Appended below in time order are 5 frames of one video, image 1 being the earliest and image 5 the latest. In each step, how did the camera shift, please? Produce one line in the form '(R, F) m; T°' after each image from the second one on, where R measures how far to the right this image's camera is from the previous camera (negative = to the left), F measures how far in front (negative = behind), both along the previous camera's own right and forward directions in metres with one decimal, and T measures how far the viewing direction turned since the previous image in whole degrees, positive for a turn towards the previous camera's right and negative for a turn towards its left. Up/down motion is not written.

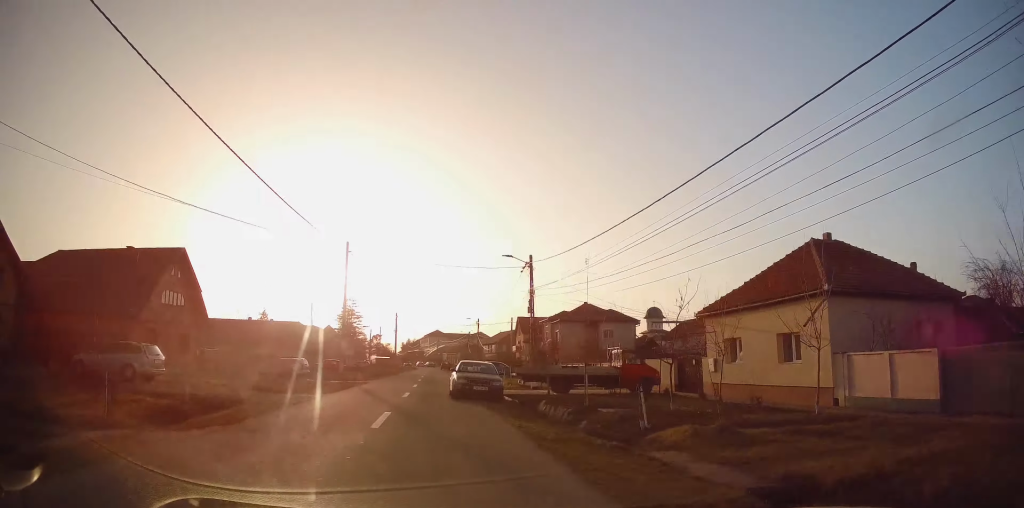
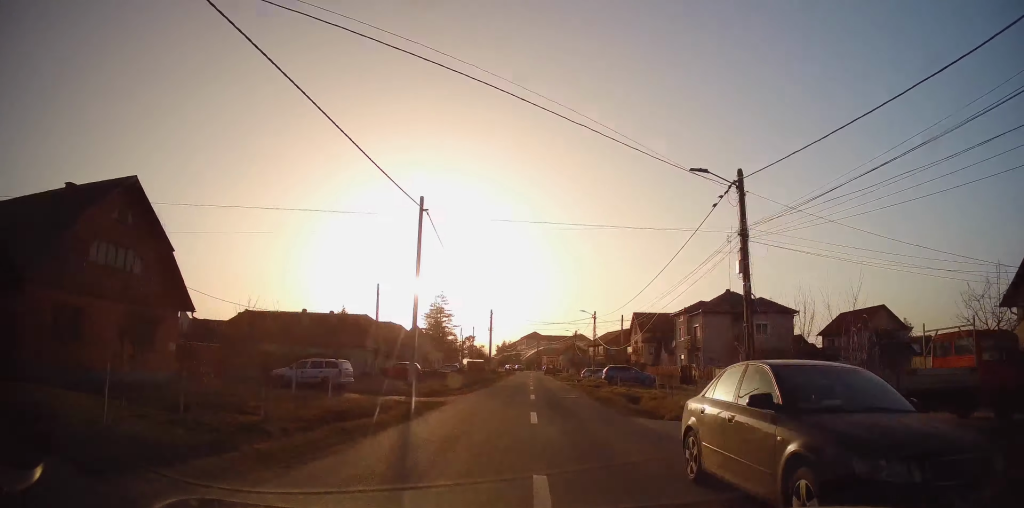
(-2.3, +12.4) m; -14°
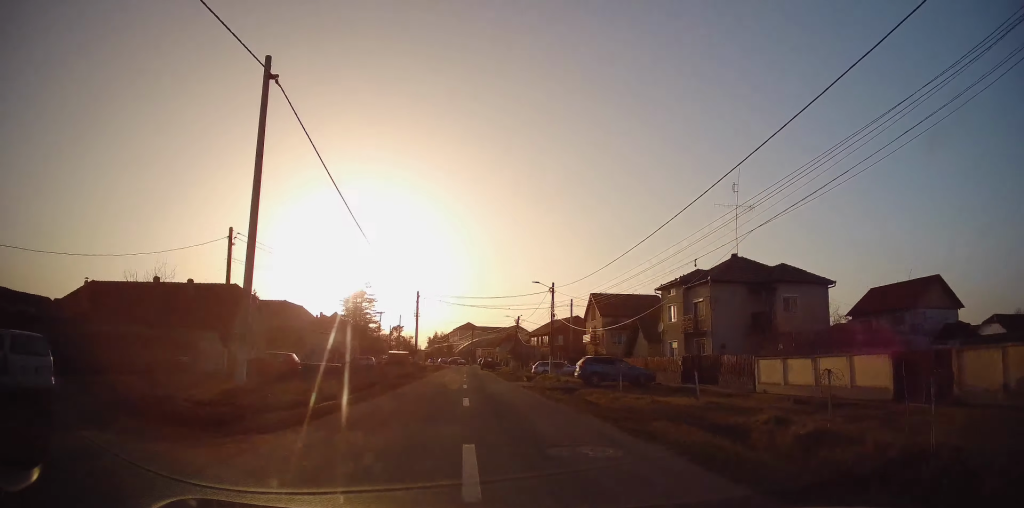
(0.0, +14.1) m; +1°
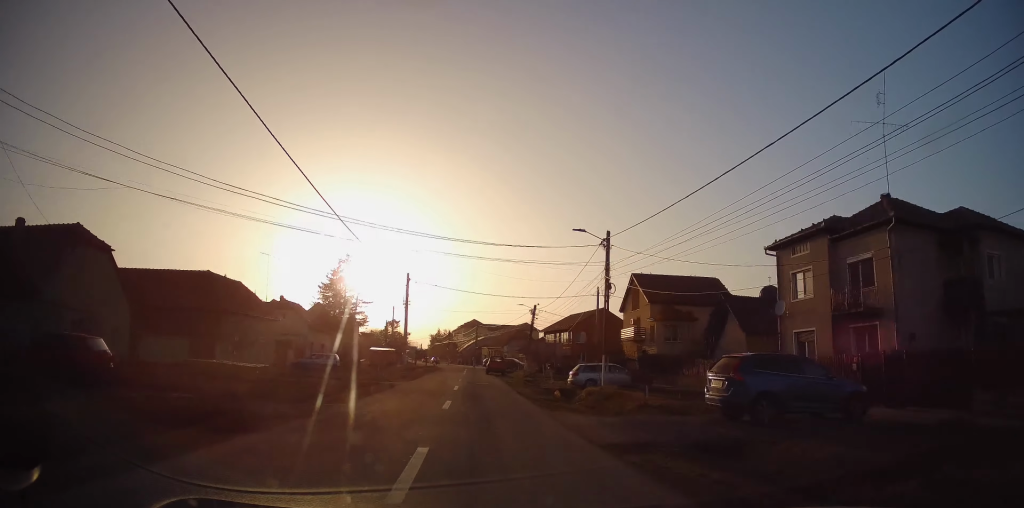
(+0.5, +17.9) m; +4°
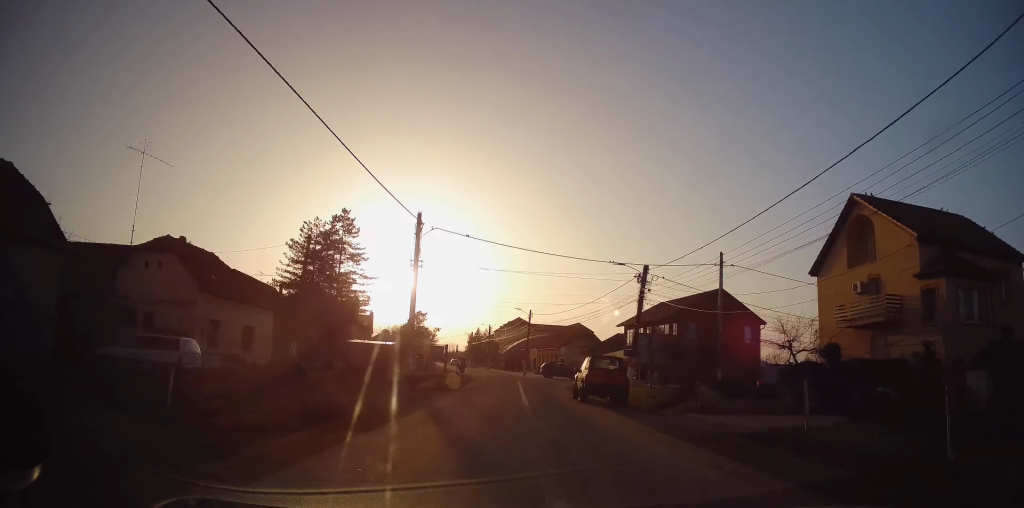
(-0.6, +30.4) m; -3°
